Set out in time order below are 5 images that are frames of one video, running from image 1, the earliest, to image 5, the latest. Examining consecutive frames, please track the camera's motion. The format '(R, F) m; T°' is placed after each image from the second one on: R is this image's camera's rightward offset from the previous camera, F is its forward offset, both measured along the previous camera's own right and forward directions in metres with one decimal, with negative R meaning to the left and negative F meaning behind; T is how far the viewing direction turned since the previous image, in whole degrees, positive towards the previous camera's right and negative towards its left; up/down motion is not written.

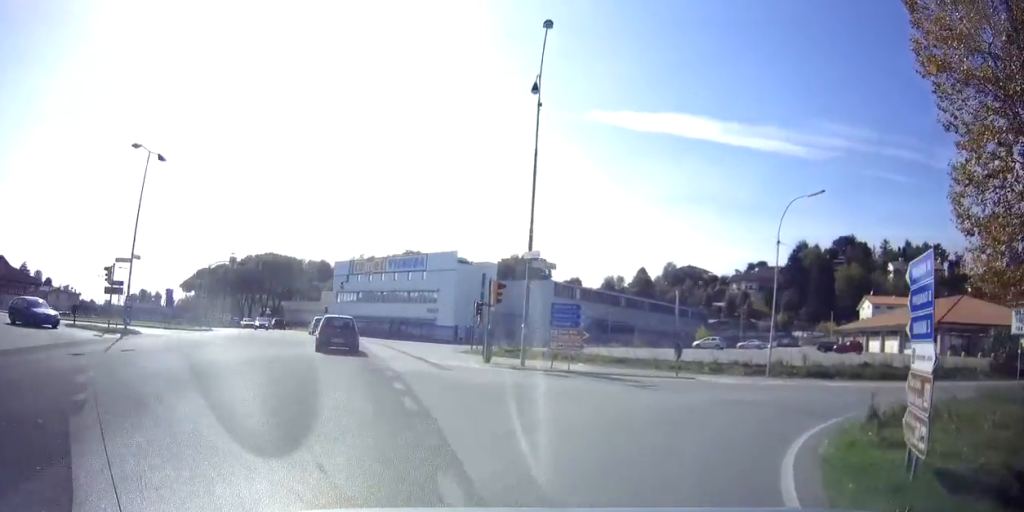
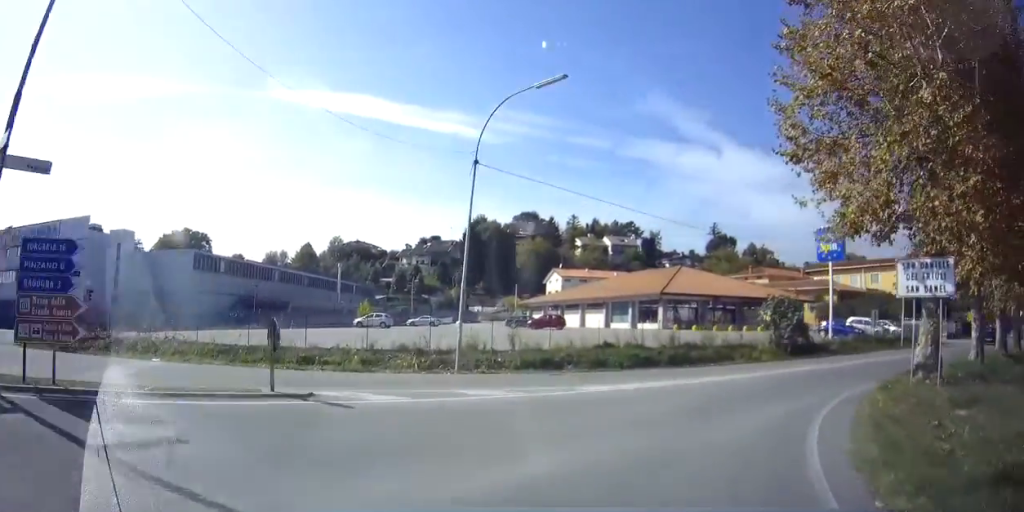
(+3.2, +9.9) m; +47°
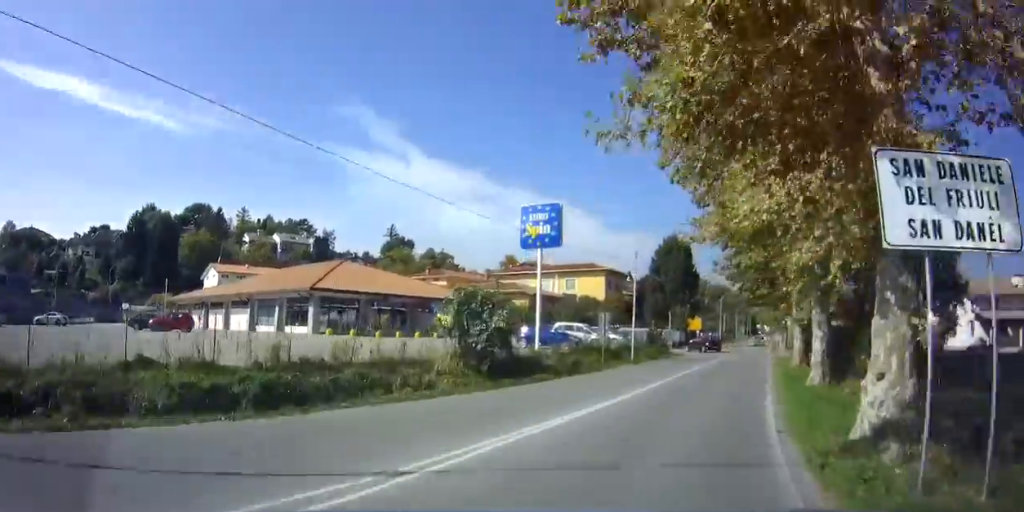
(+4.0, +11.4) m; +19°
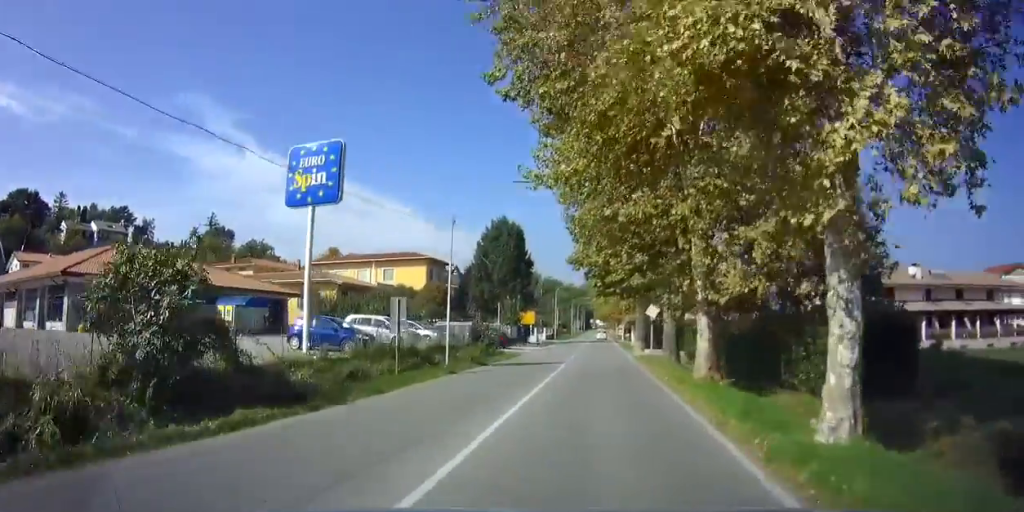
(0.0, +10.0) m; 0°
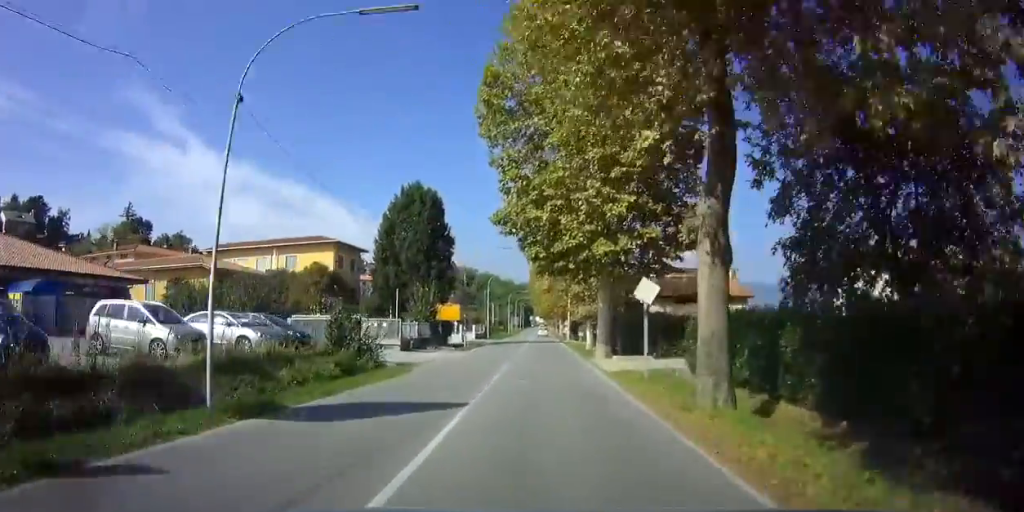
(0.0, +13.9) m; 0°
